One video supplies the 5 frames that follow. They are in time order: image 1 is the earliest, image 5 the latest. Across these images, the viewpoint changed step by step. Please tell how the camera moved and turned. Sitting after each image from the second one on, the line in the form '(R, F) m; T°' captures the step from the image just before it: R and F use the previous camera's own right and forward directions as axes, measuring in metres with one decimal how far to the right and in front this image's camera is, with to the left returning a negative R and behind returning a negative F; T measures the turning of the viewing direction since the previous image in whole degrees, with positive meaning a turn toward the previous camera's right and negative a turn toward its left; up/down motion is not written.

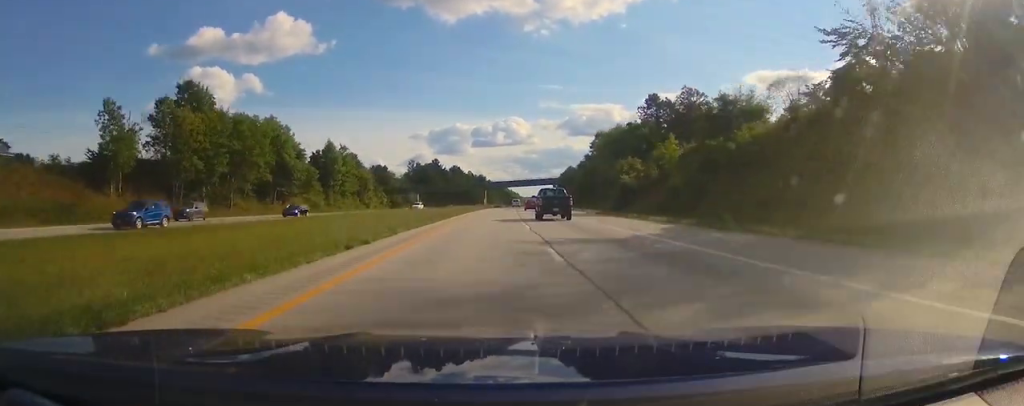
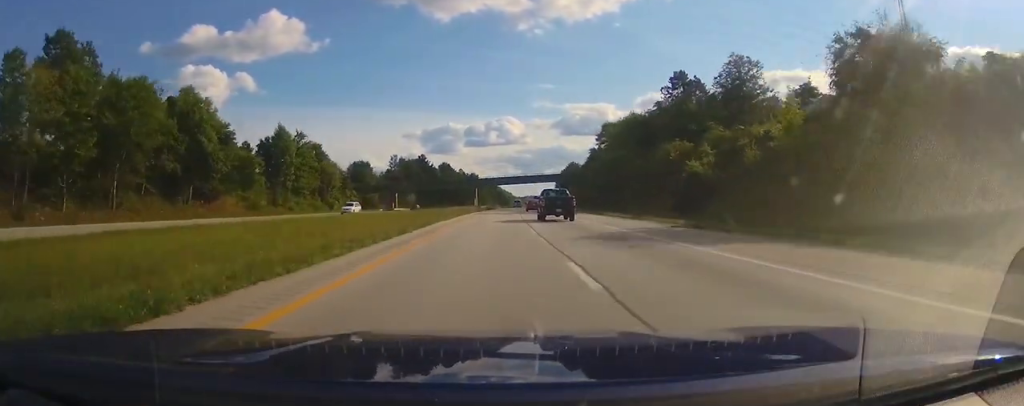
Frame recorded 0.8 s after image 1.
(+0.2, +27.6) m; 0°
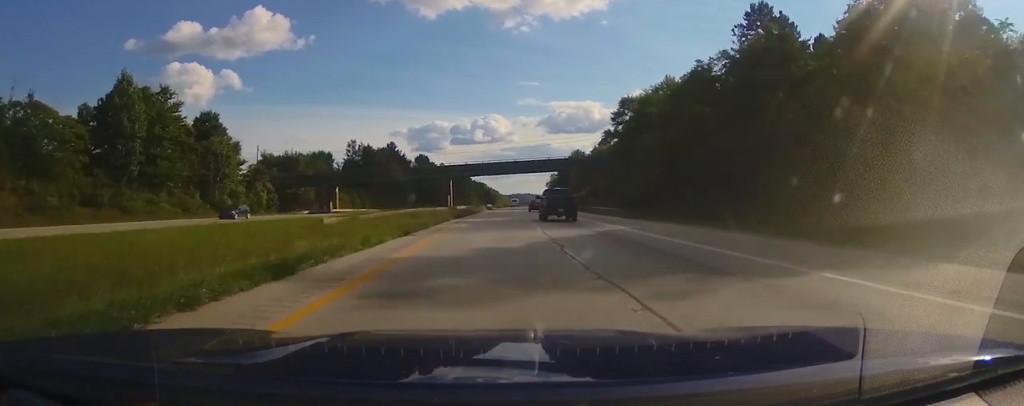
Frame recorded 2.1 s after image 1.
(+0.2, +46.2) m; +1°
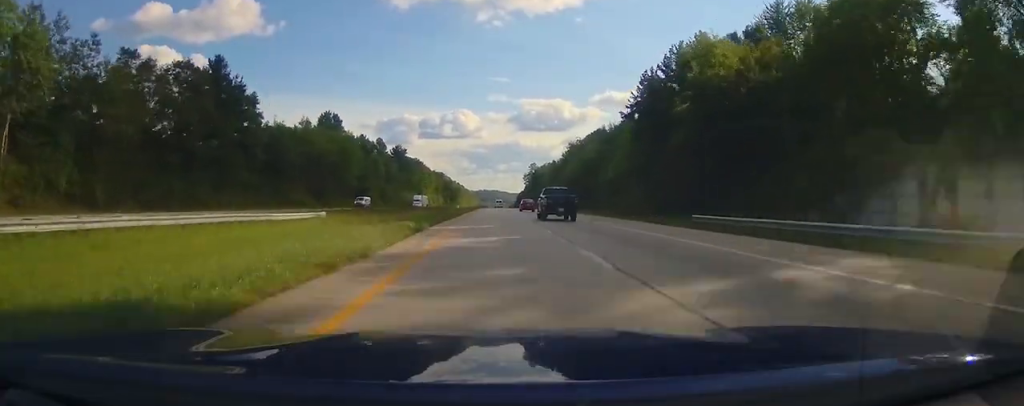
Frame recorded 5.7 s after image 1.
(+5.2, +123.5) m; +3°
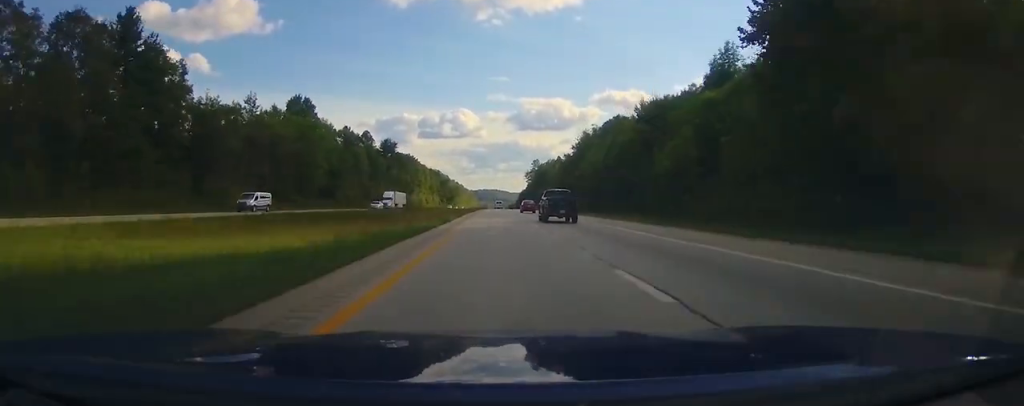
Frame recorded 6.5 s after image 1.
(0.0, +27.7) m; 0°
